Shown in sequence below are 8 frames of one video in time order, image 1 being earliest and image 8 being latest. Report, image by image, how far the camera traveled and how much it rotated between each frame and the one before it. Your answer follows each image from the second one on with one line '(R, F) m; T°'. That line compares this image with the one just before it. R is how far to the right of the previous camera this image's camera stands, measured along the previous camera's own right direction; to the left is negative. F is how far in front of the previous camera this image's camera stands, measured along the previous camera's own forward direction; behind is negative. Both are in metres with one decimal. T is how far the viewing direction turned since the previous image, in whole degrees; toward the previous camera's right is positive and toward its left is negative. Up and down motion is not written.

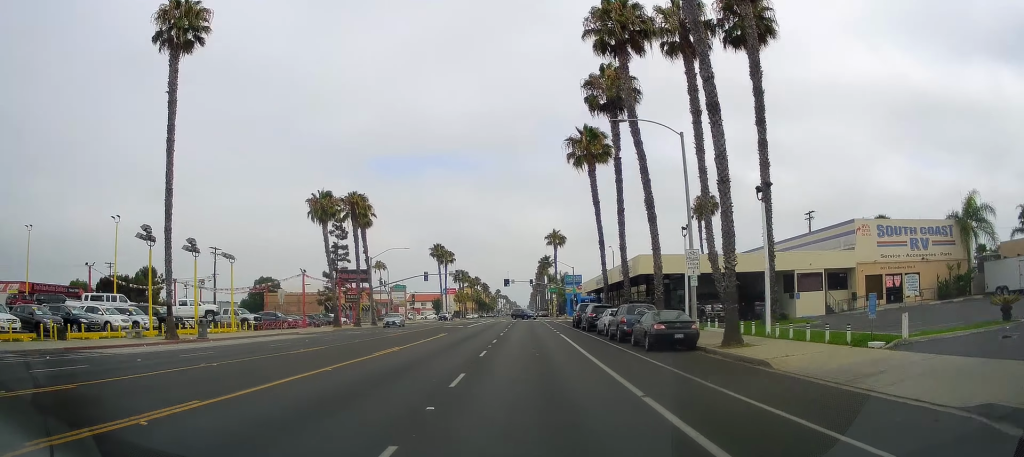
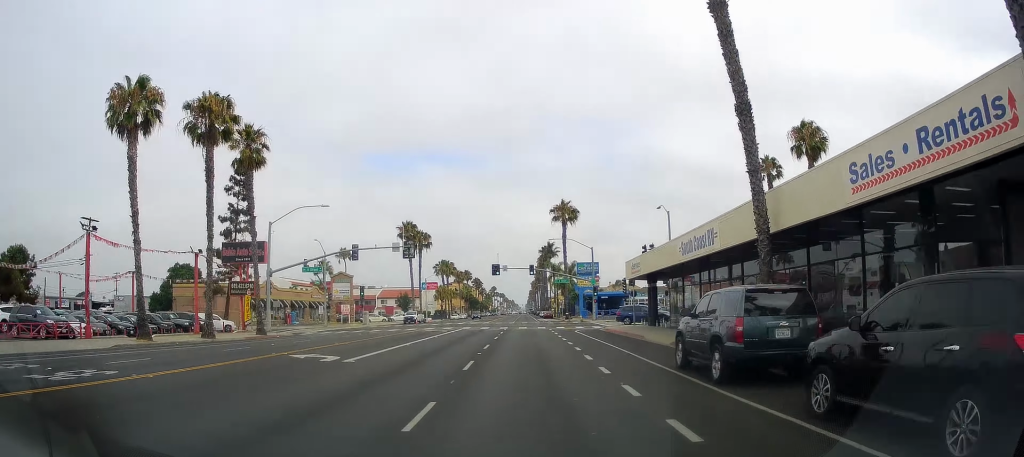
(-0.2, +33.4) m; -1°
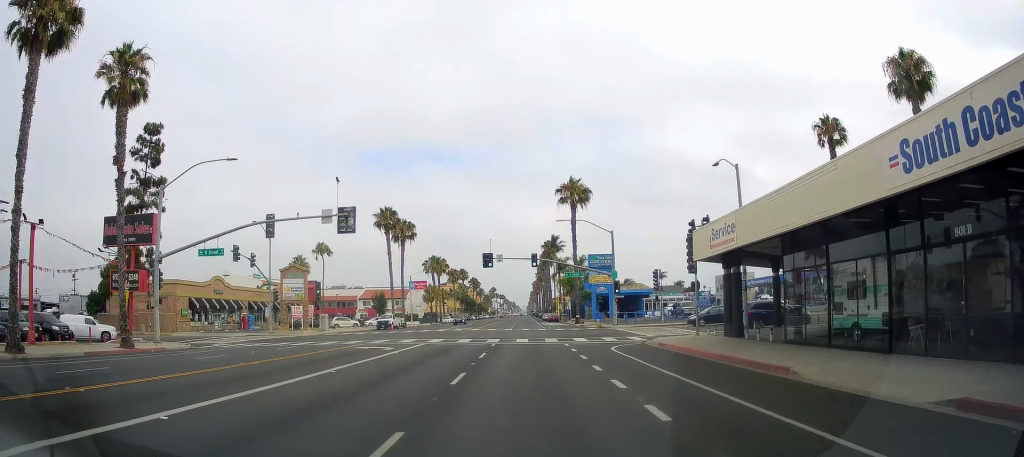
(-0.5, +17.2) m; -1°
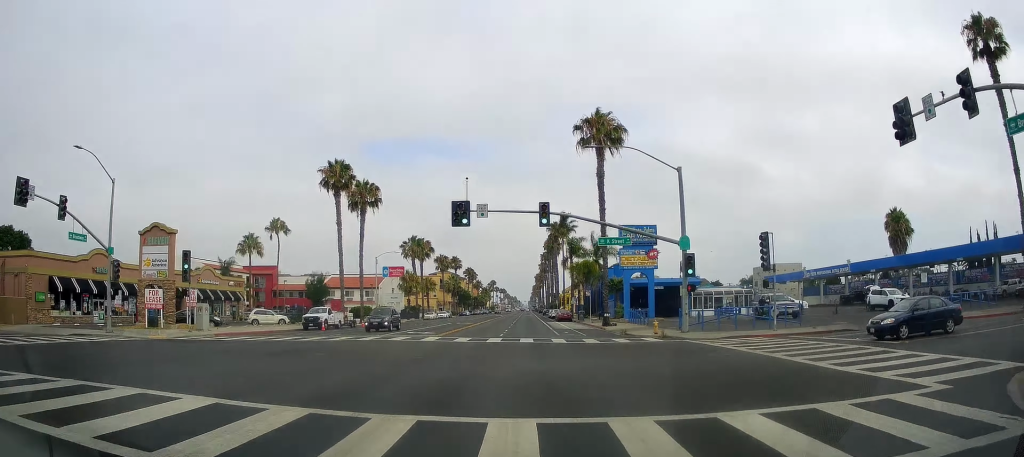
(+0.4, +25.8) m; +1°
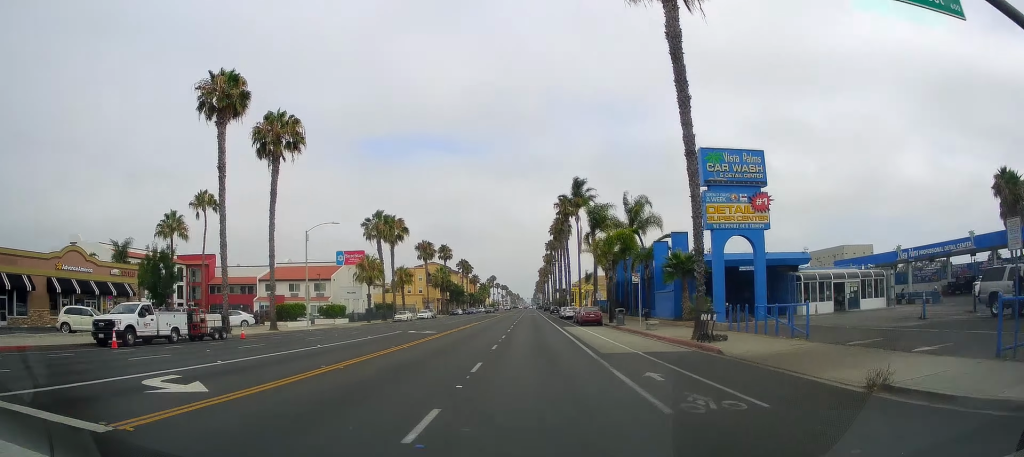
(+0.2, +26.8) m; 0°
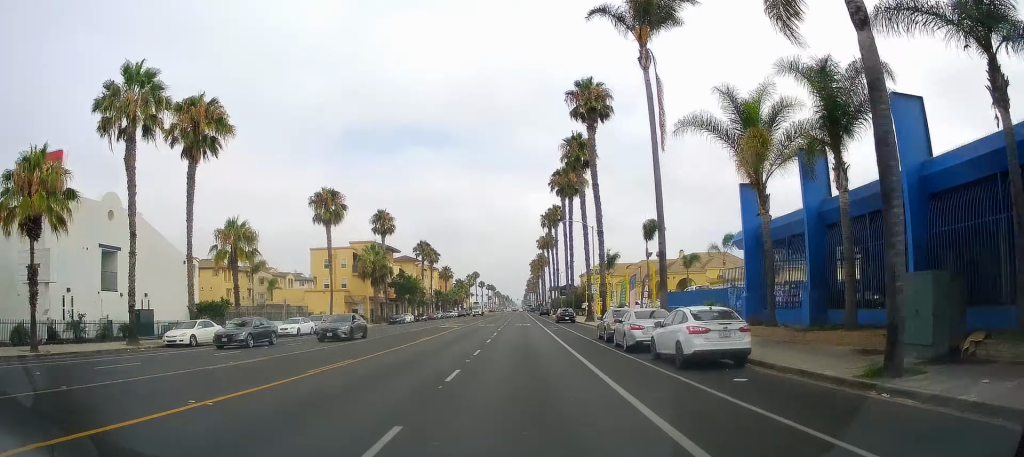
(-0.1, +52.8) m; 0°
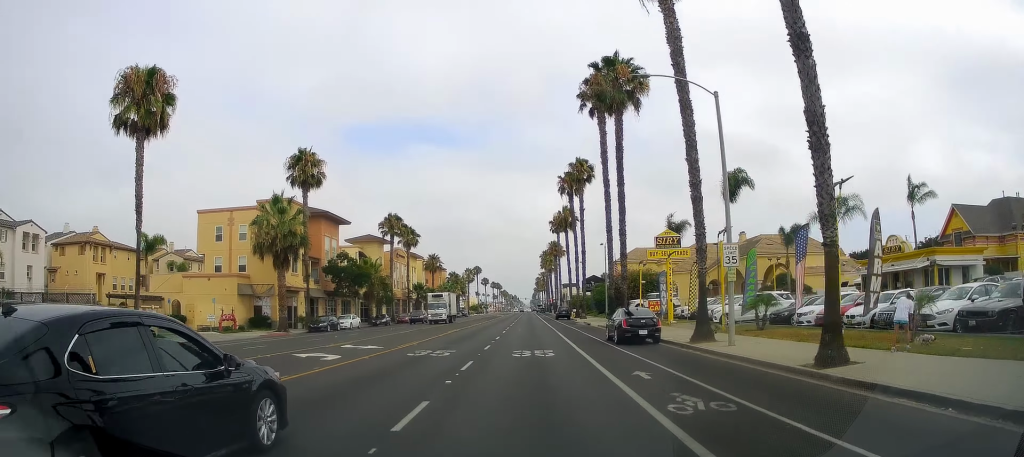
(+0.1, +34.8) m; 0°
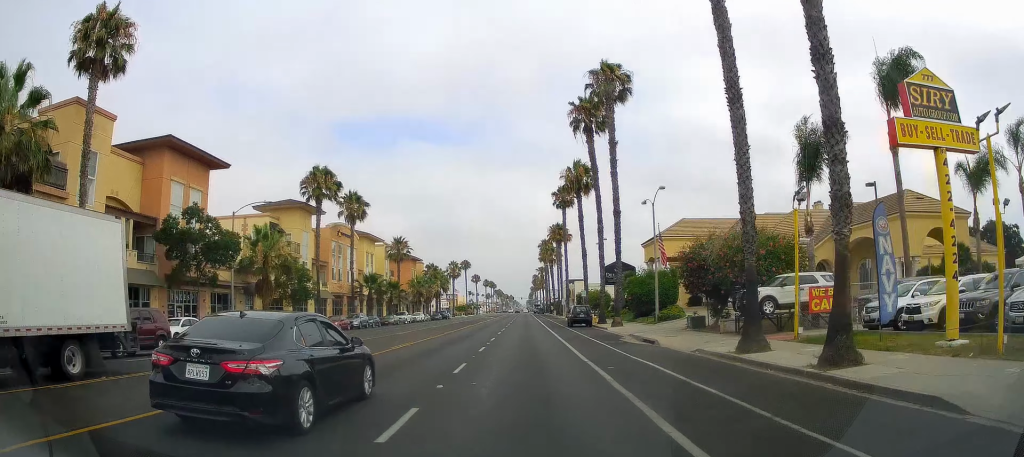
(-0.2, +29.5) m; -1°
